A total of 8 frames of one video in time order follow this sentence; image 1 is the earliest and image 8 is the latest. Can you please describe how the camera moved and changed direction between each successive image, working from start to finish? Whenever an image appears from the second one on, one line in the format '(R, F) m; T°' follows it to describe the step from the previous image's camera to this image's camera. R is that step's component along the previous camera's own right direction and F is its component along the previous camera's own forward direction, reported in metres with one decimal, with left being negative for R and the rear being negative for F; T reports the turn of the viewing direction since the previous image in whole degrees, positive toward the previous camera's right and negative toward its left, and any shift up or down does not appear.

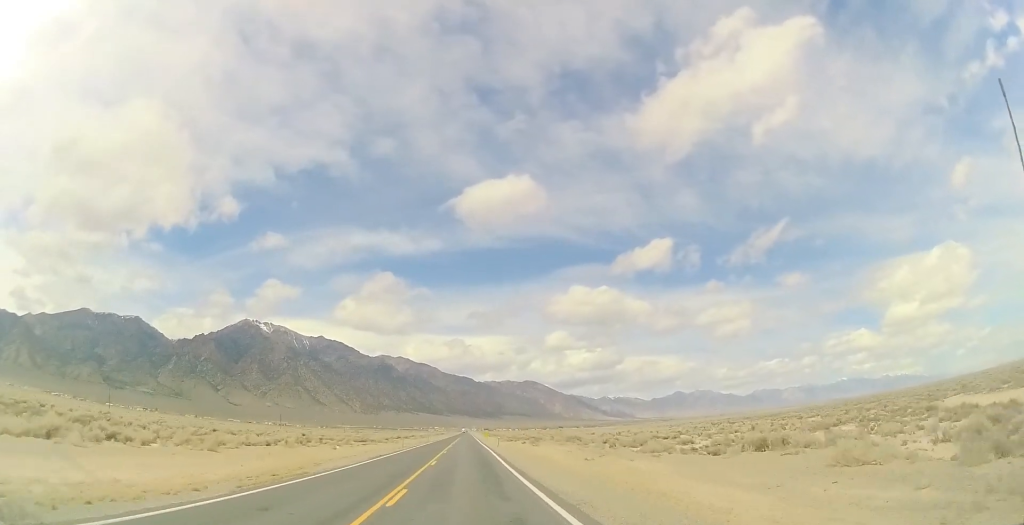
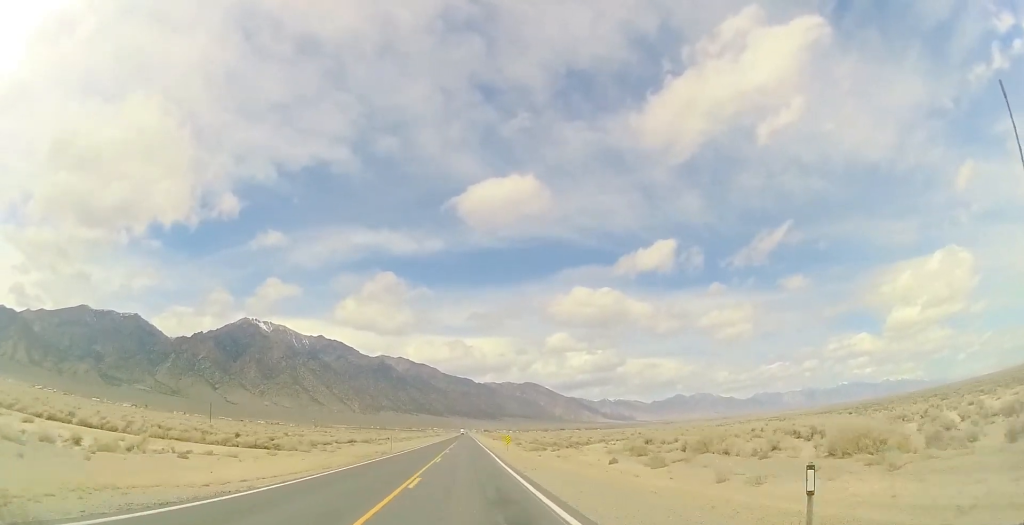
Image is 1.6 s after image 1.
(+0.4, +51.5) m; +1°
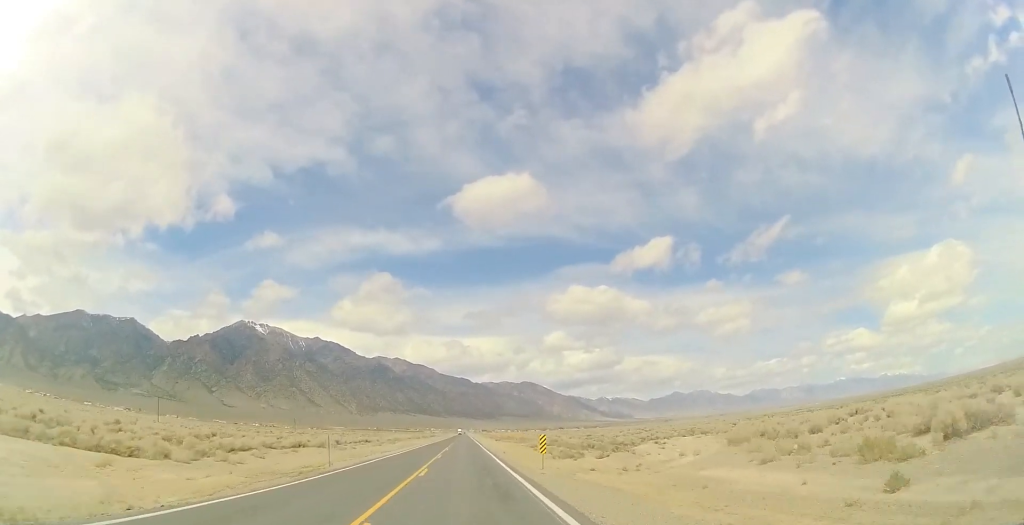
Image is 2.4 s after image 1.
(-0.1, +23.1) m; 0°
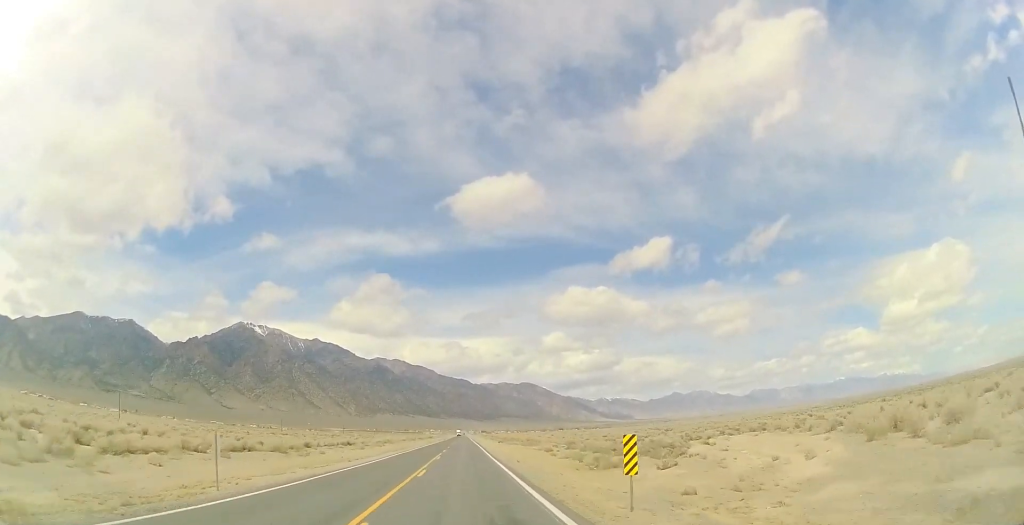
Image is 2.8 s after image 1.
(-0.2, +13.7) m; 0°
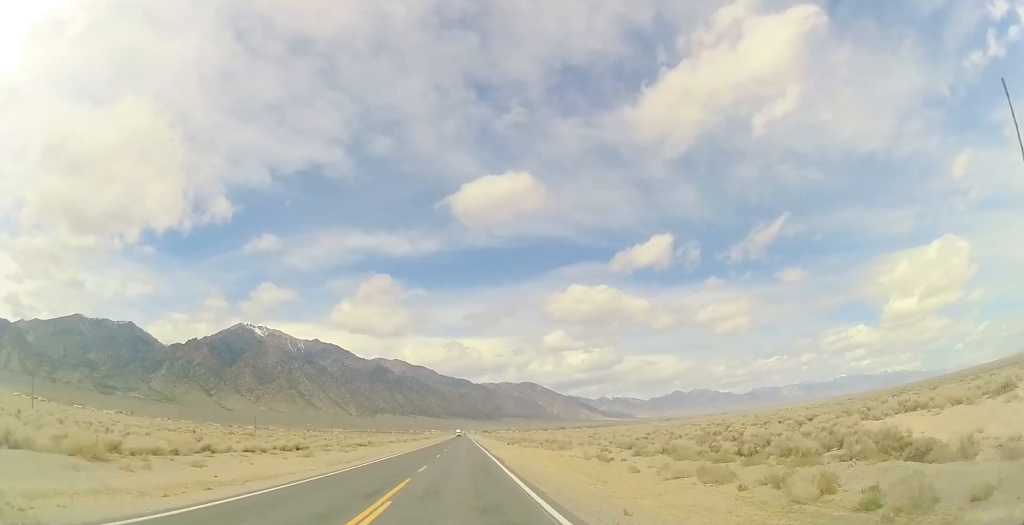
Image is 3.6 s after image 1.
(+0.1, +24.0) m; 0°
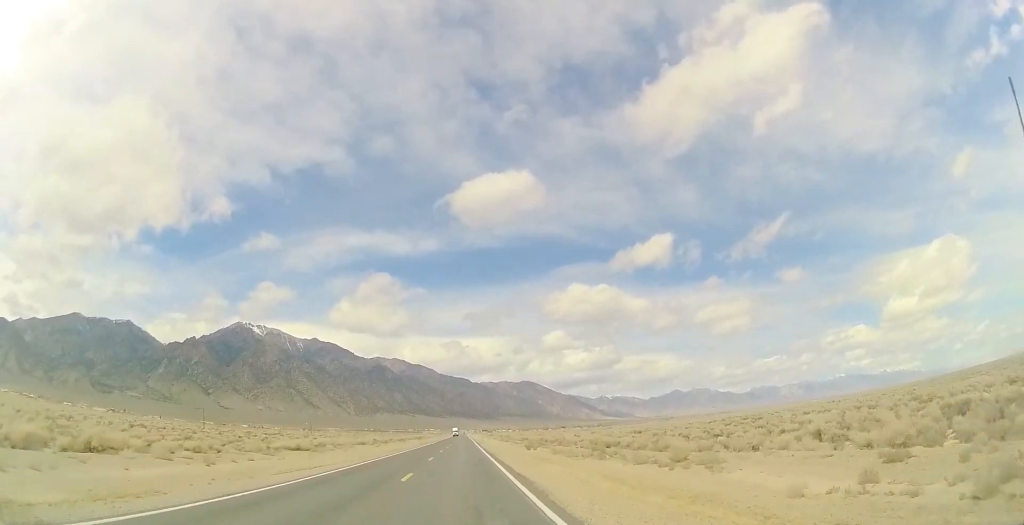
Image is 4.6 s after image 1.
(+0.1, +32.3) m; 0°
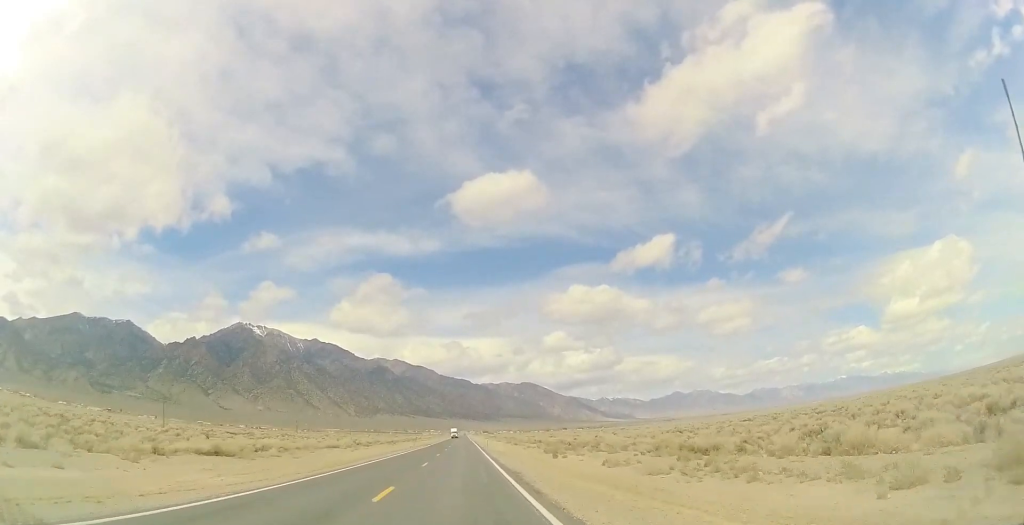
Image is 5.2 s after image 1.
(0.0, +18.6) m; 0°
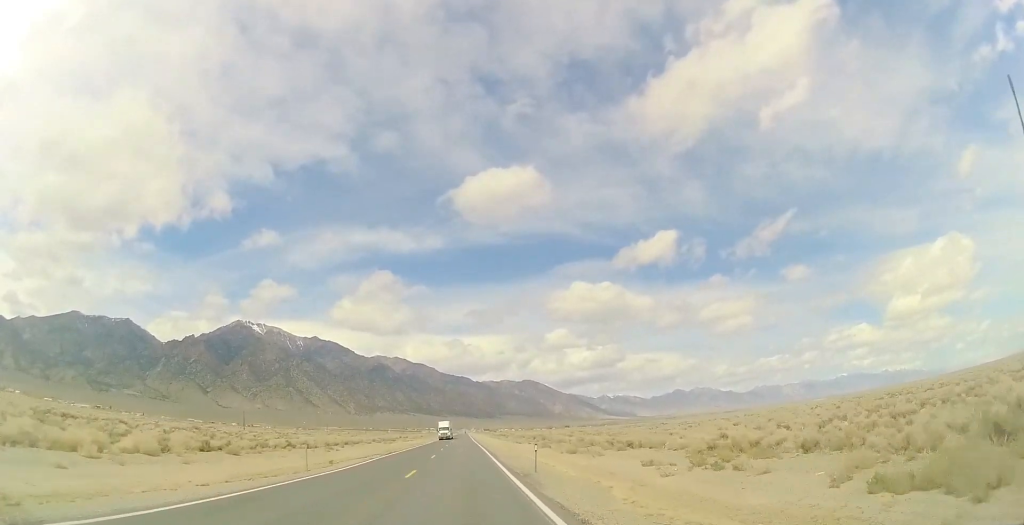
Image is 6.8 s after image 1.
(-0.3, +48.6) m; 0°
